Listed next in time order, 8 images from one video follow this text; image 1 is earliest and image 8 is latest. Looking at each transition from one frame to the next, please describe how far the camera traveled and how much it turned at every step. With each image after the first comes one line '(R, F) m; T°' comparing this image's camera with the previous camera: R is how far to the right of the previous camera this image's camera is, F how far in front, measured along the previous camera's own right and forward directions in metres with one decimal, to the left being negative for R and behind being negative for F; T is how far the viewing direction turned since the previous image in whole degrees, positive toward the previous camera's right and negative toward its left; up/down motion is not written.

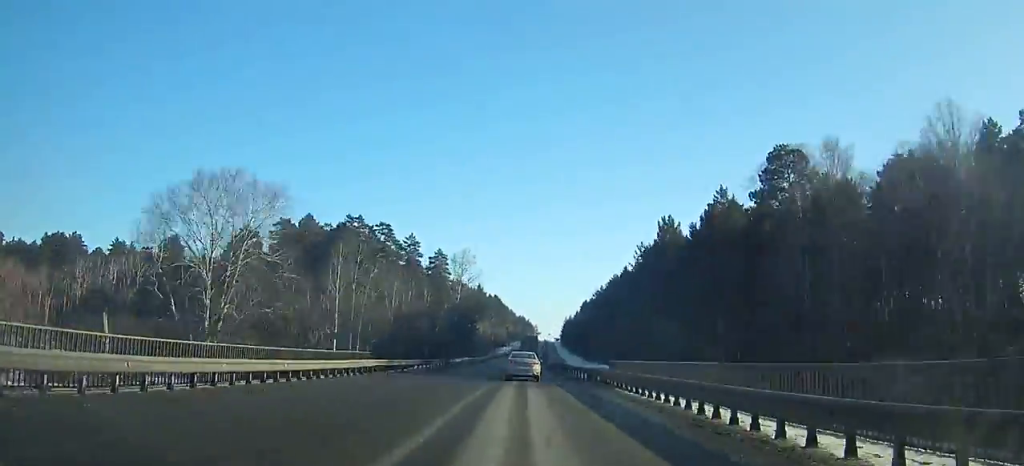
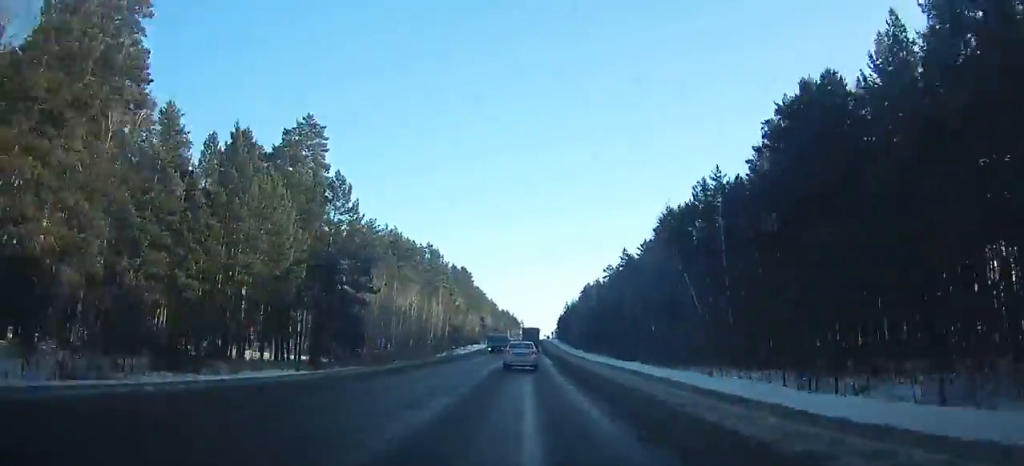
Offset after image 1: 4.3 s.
(+0.7, +92.6) m; +1°
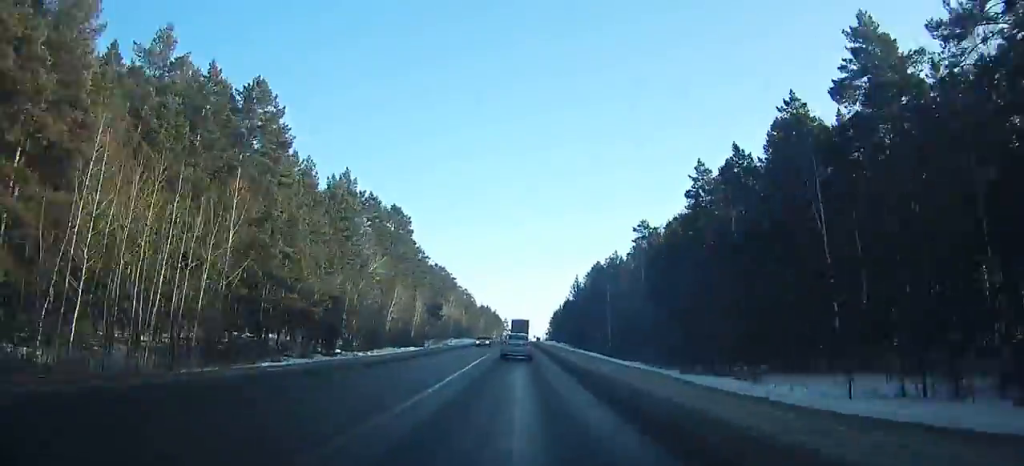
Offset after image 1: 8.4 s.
(+0.9, +85.1) m; +1°
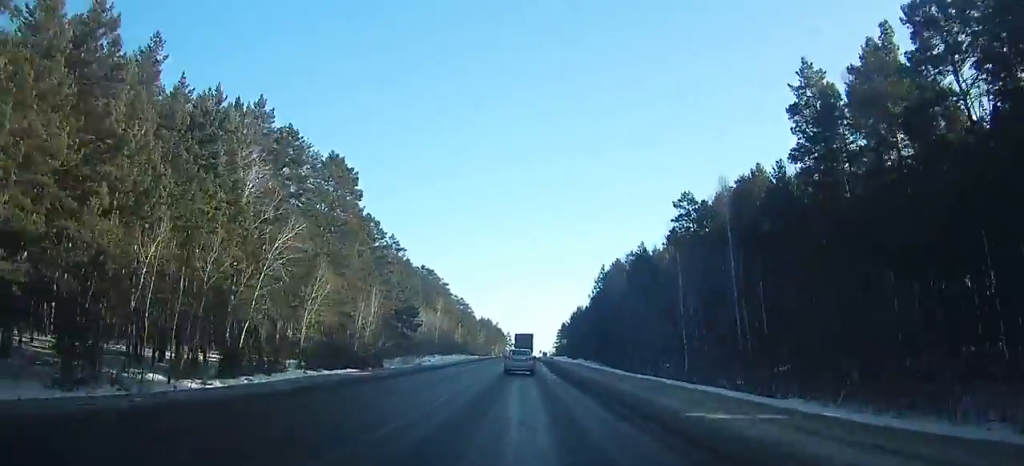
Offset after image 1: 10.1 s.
(0.0, +34.5) m; 0°
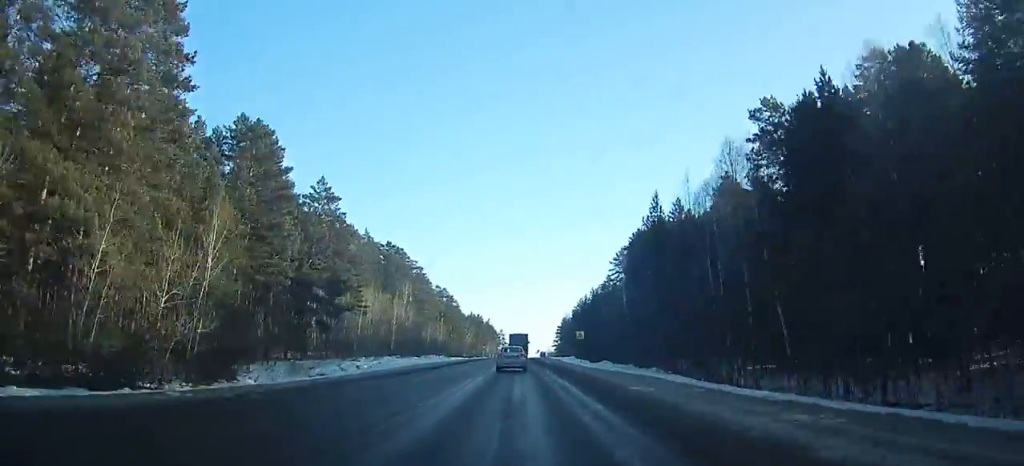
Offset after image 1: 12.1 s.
(0.0, +39.6) m; 0°
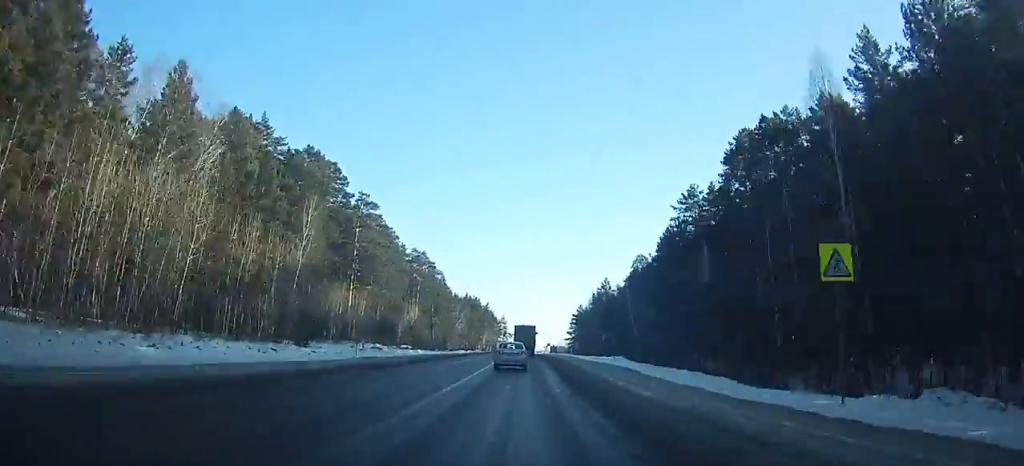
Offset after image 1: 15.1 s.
(-0.1, +57.8) m; 0°
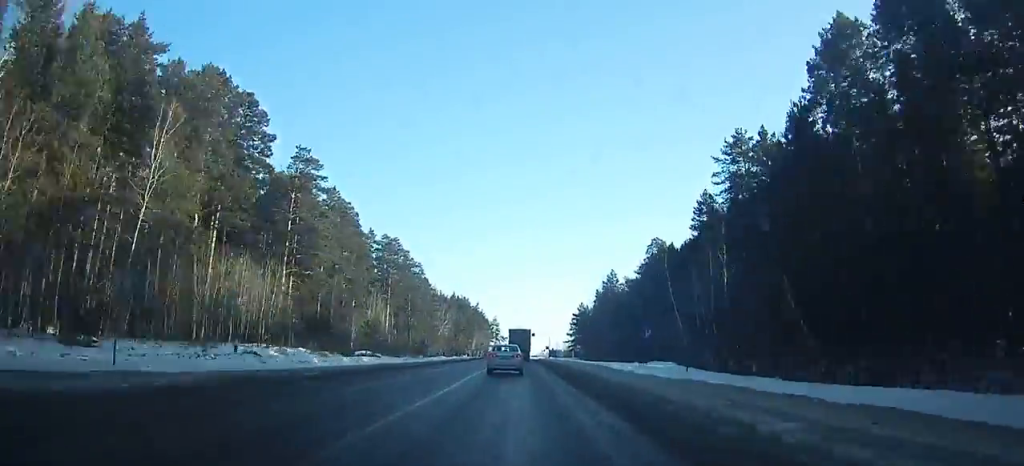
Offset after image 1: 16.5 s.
(0.0, +26.4) m; 0°
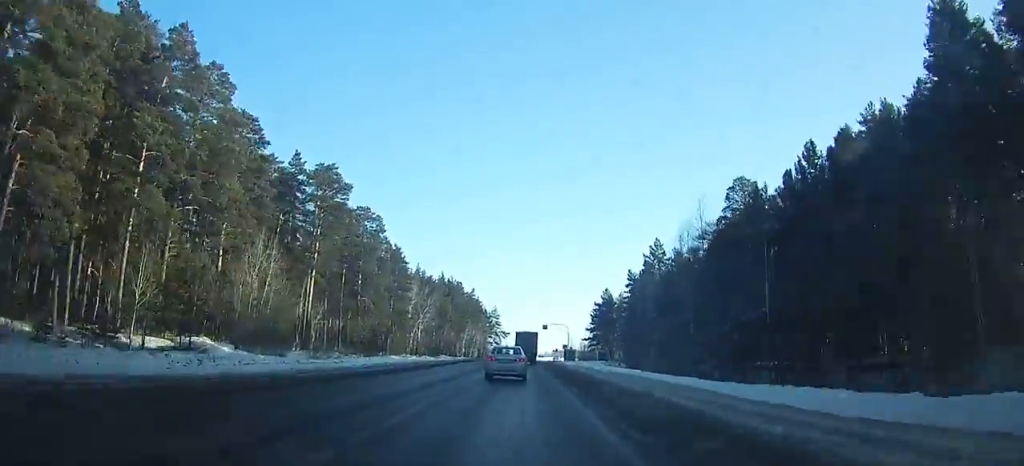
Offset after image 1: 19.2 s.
(0.0, +49.0) m; 0°
